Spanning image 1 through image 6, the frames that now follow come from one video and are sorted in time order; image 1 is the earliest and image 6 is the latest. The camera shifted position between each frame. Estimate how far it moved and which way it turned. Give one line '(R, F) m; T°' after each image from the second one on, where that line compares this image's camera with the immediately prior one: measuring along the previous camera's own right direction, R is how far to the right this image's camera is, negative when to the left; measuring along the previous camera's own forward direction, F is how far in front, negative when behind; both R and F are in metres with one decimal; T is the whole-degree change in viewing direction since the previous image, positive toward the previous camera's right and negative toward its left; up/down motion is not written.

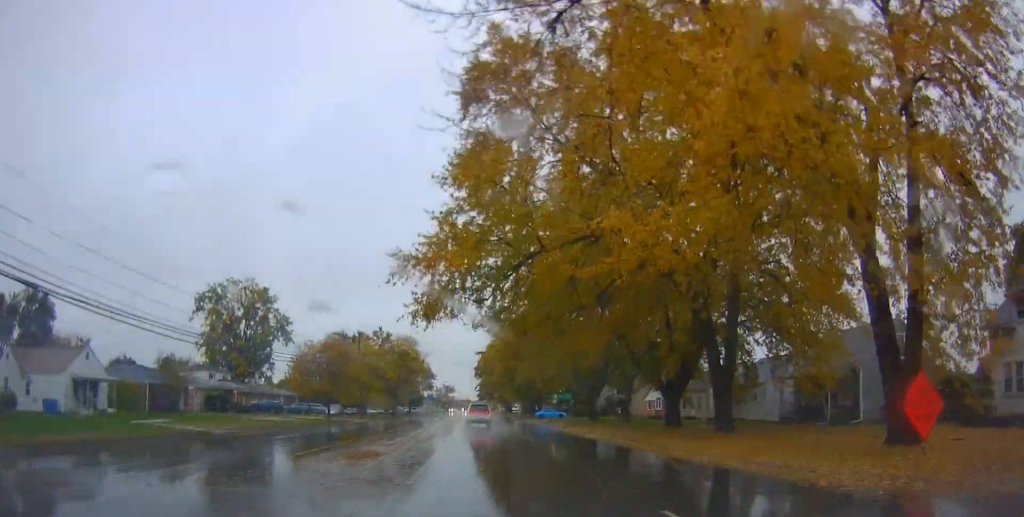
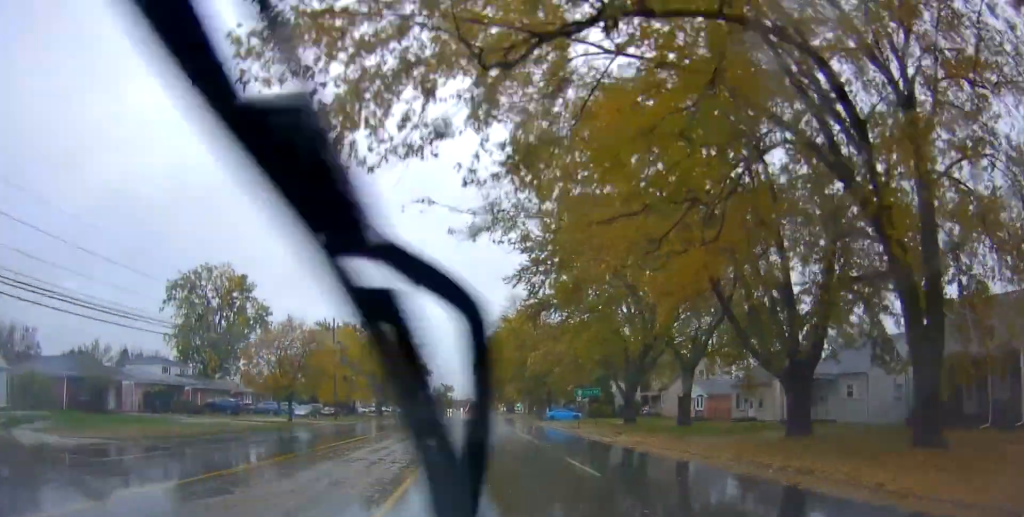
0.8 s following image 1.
(+0.1, +13.2) m; -2°
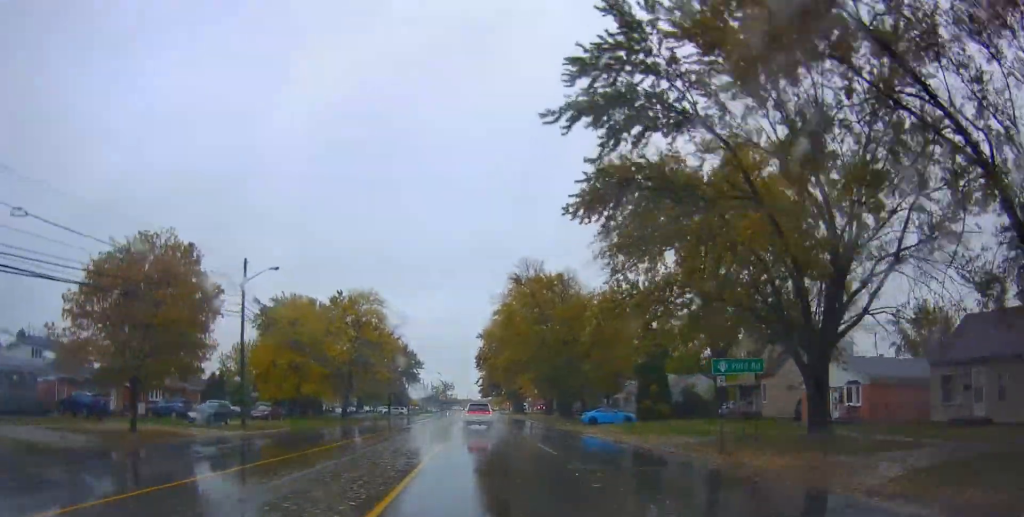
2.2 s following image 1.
(-0.4, +24.7) m; +1°
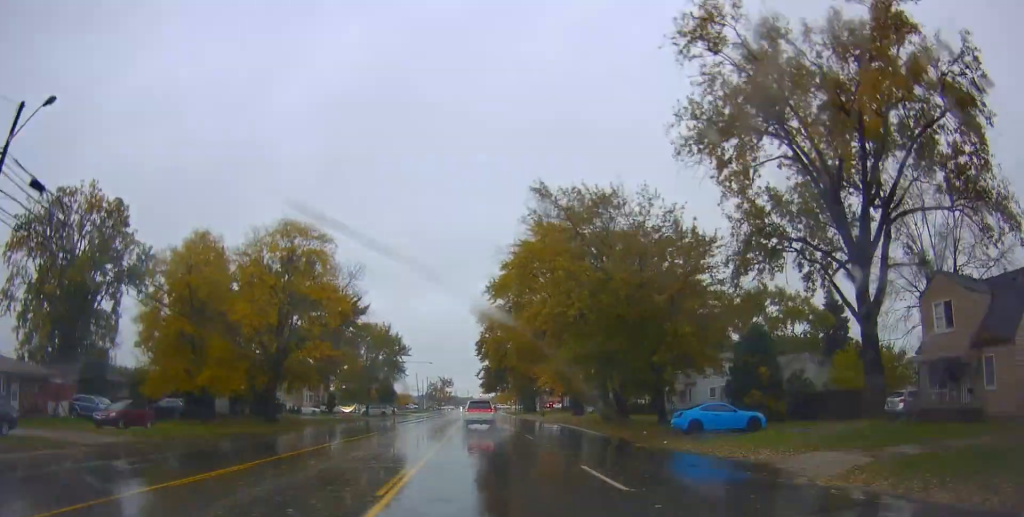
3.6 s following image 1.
(+0.1, +23.3) m; +1°
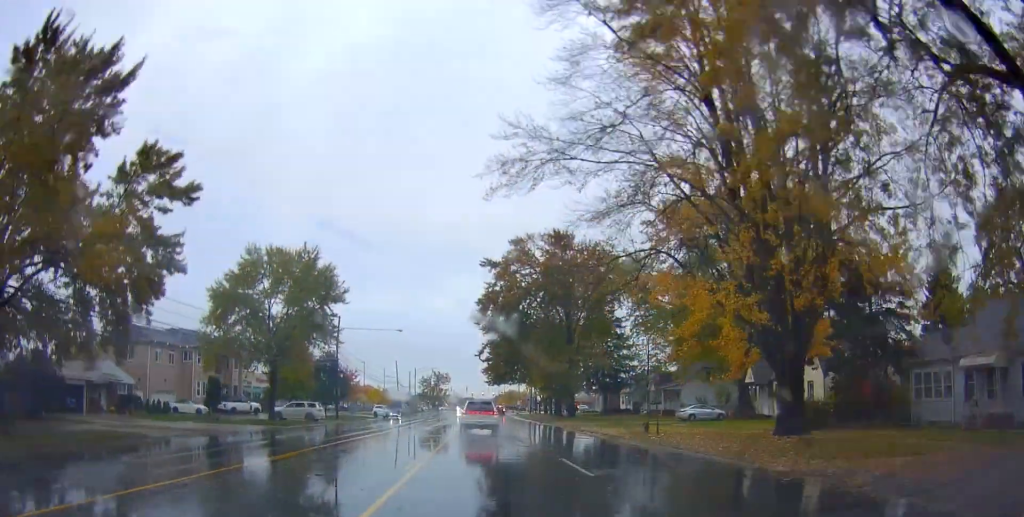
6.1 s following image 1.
(-1.3, +42.7) m; -3°
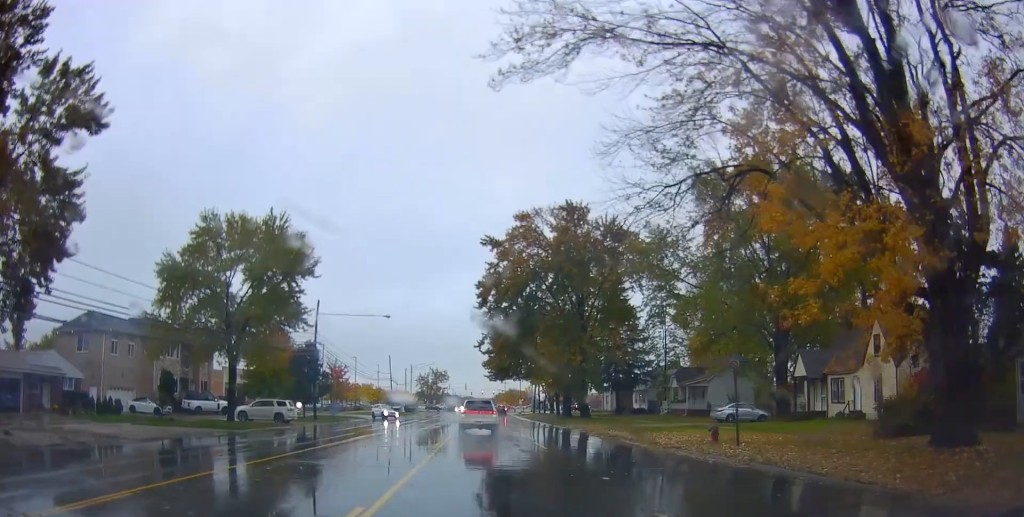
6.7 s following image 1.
(-0.2, +8.7) m; +1°
